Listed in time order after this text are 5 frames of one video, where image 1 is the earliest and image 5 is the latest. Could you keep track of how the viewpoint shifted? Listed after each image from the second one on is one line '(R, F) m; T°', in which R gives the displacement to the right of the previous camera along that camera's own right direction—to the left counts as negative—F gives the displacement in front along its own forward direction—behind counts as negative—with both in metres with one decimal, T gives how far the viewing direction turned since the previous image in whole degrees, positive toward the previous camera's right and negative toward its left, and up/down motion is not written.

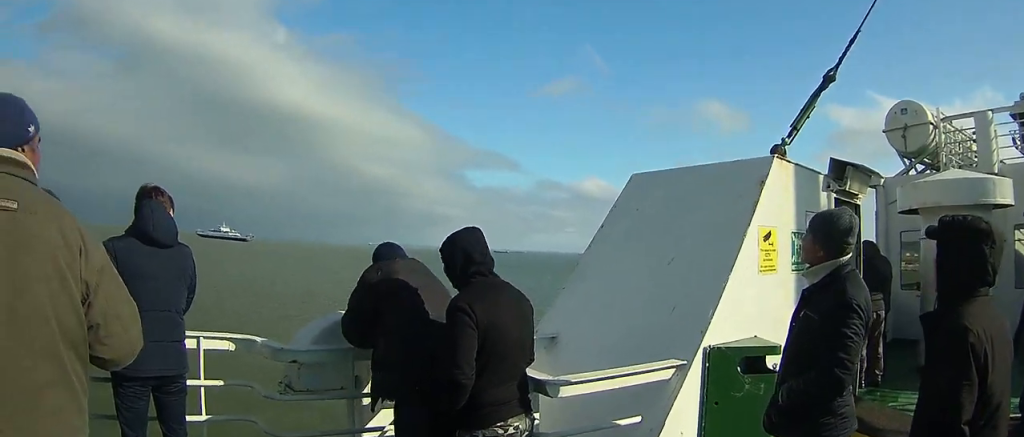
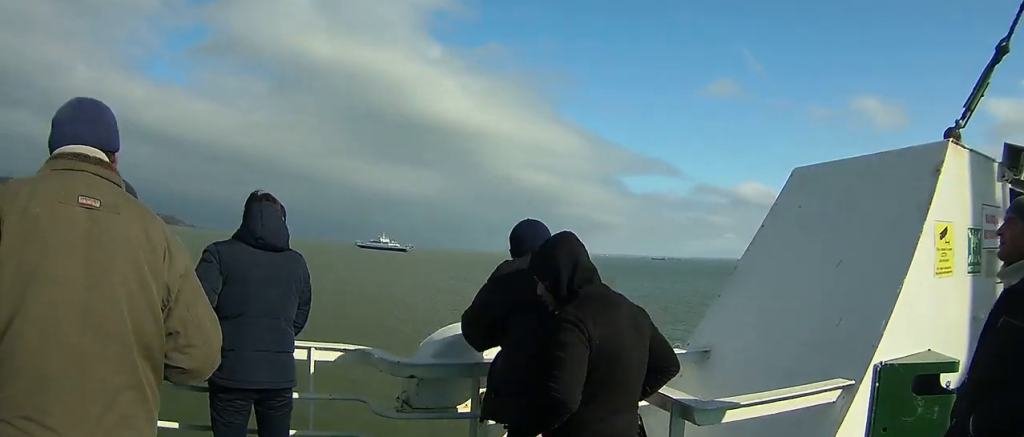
(0.0, +3.1) m; 0°
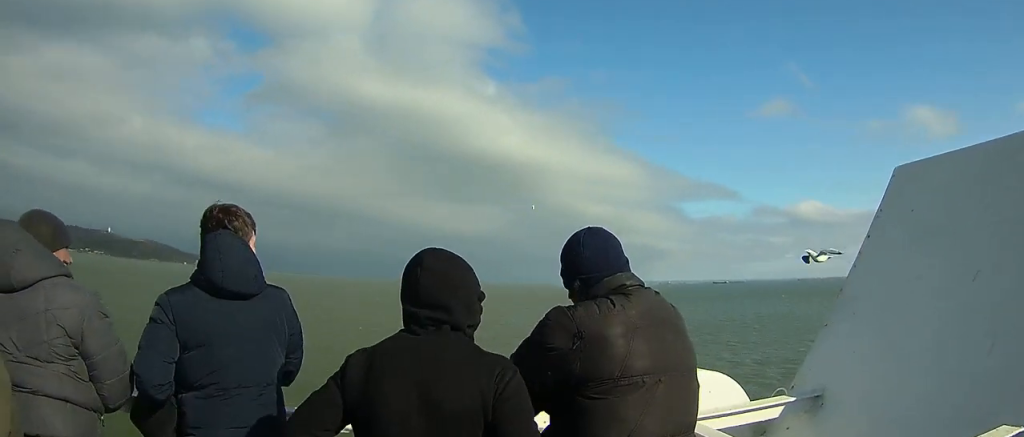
(0.0, +4.7) m; +1°
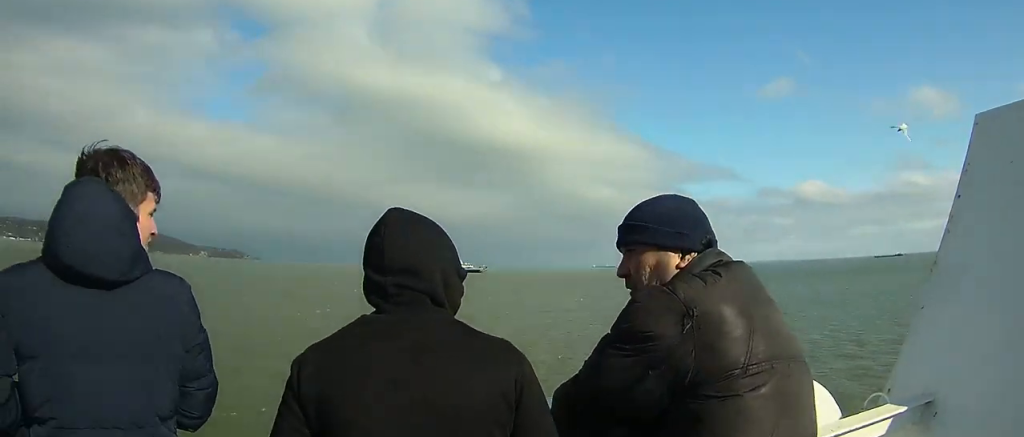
(+0.2, +6.3) m; +2°
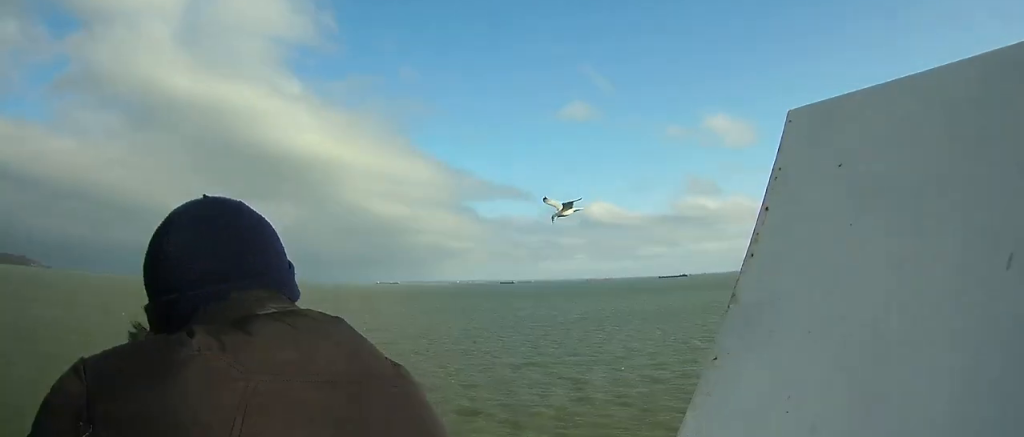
(+0.2, +8.1) m; +1°
